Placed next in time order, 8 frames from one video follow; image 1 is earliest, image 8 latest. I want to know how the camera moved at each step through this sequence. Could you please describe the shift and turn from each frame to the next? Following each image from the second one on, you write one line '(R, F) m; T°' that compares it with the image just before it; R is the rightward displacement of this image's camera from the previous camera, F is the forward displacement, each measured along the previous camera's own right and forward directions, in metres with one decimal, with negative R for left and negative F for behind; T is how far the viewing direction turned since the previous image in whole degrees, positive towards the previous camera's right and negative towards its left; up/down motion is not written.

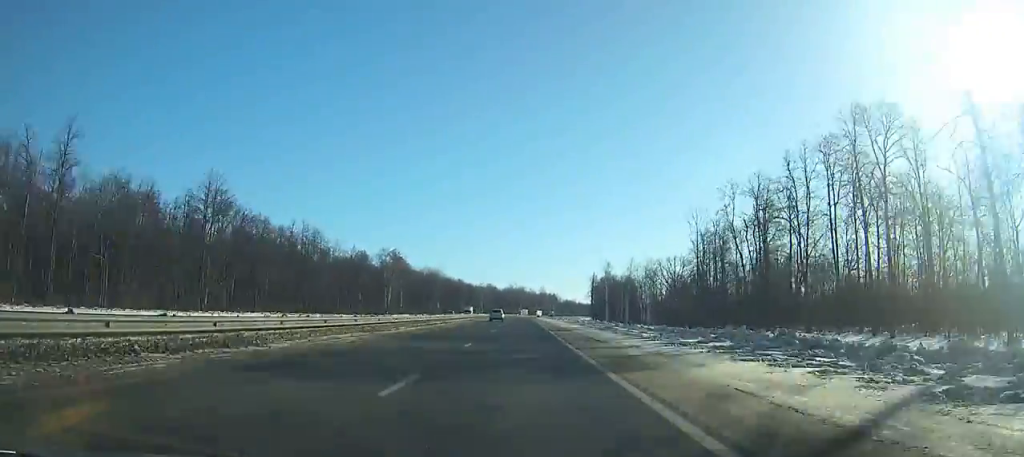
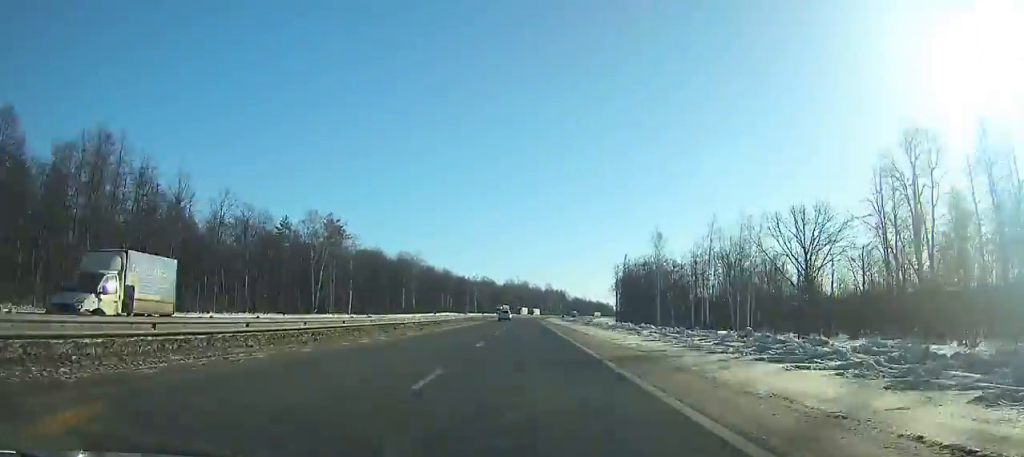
(0.0, +71.6) m; 0°
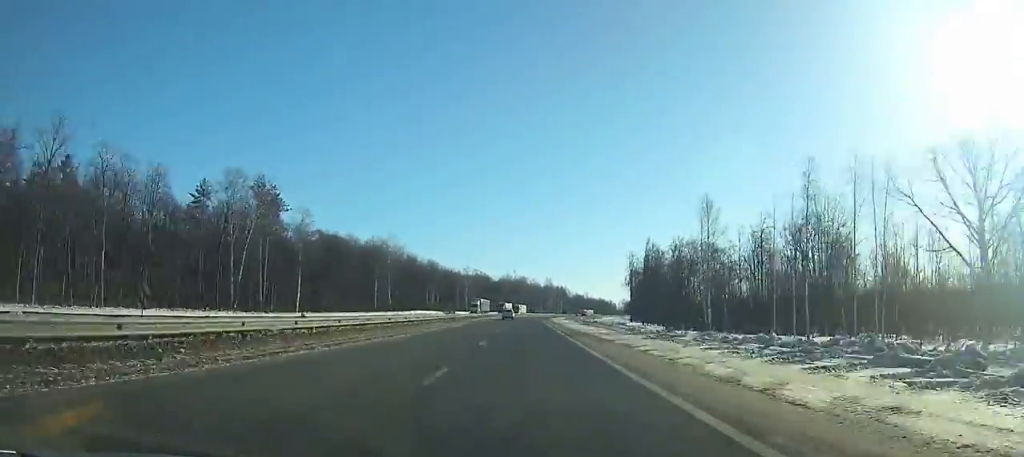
(0.0, +37.0) m; 0°
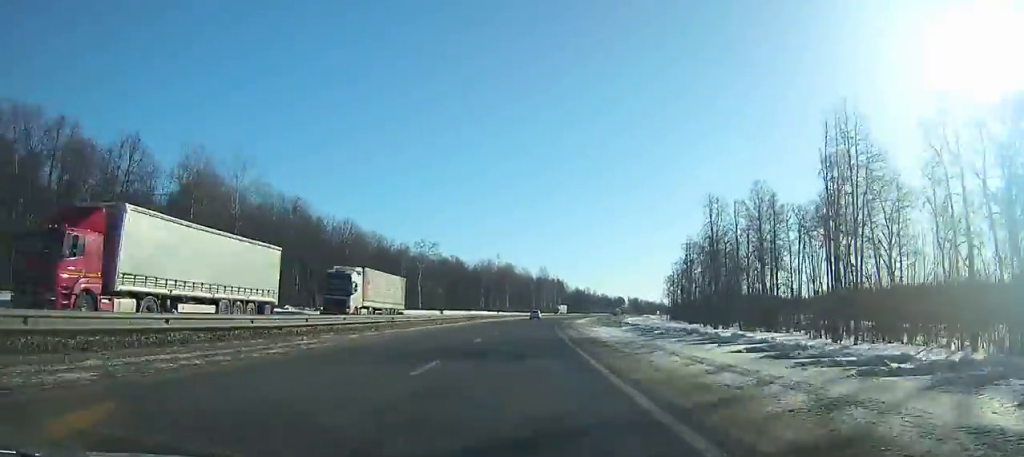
(+0.7, +94.3) m; +2°
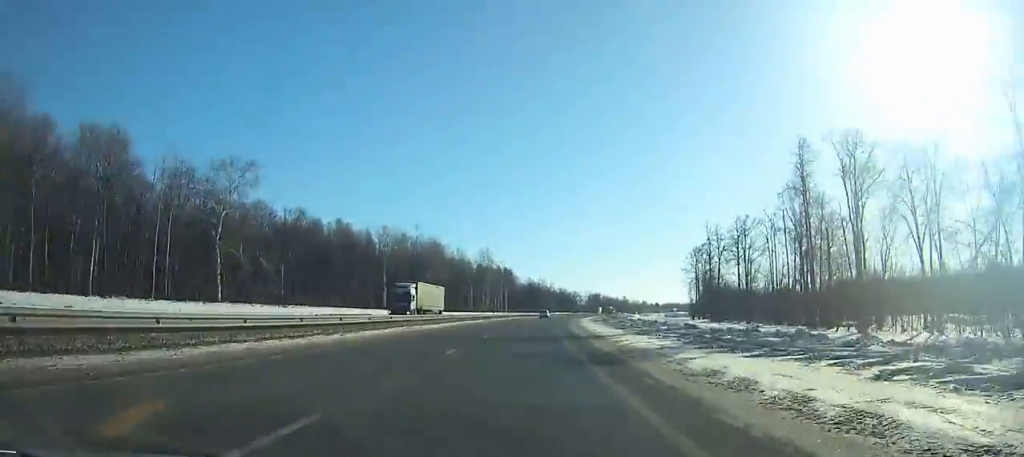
(+2.9, +91.6) m; +4°
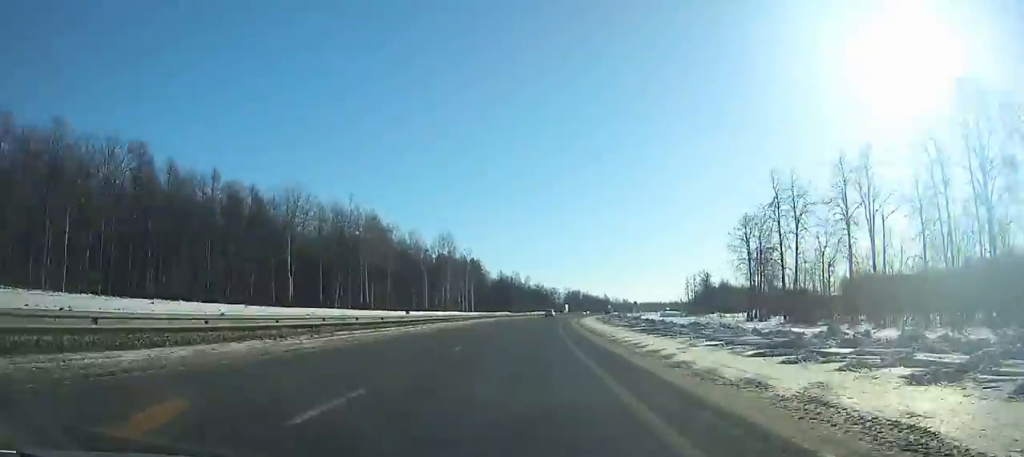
(+0.3, +44.7) m; +3°
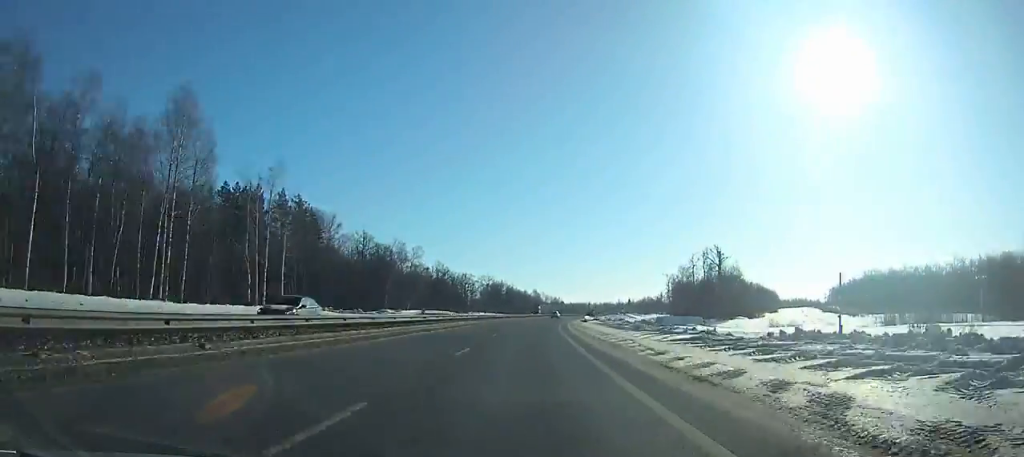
(+8.4, +121.8) m; +7°
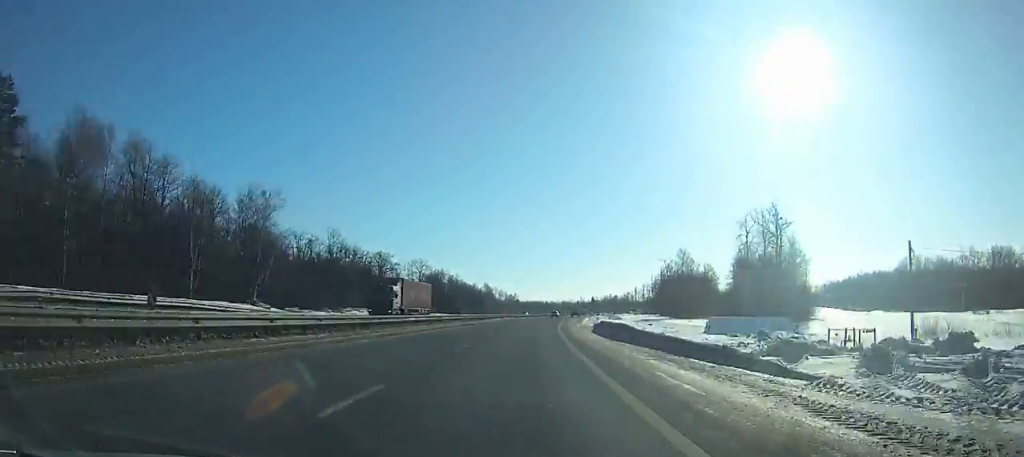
(+2.6, +69.2) m; +4°
